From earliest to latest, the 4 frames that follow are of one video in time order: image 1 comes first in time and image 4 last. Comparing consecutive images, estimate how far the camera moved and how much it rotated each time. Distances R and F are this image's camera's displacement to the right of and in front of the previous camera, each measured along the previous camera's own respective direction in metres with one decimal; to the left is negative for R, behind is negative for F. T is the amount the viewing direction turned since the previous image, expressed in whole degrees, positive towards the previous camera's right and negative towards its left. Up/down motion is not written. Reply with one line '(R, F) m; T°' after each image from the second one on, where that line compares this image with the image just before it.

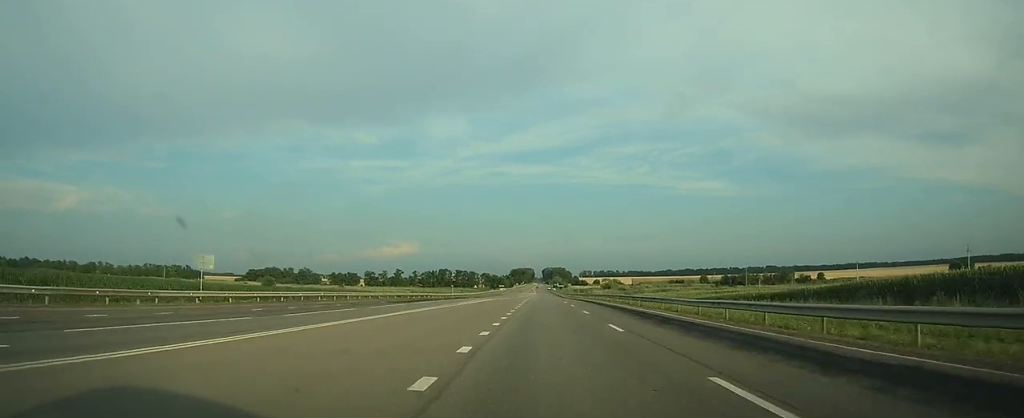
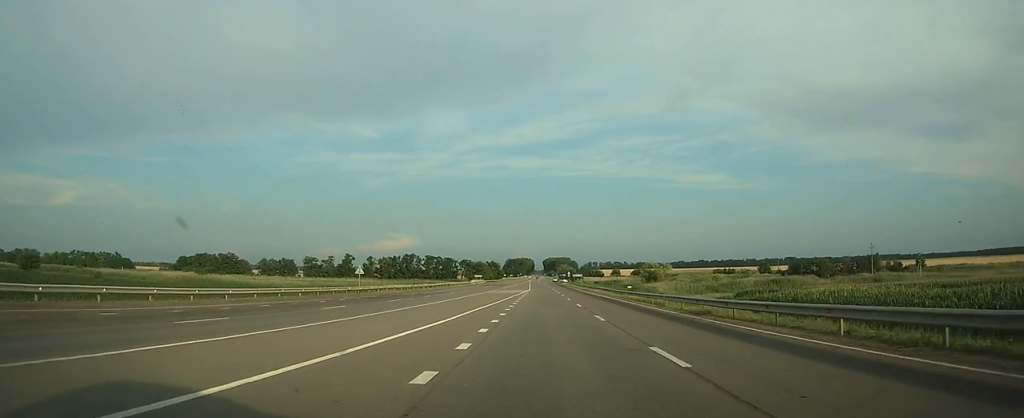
(-1.0, +129.1) m; -1°
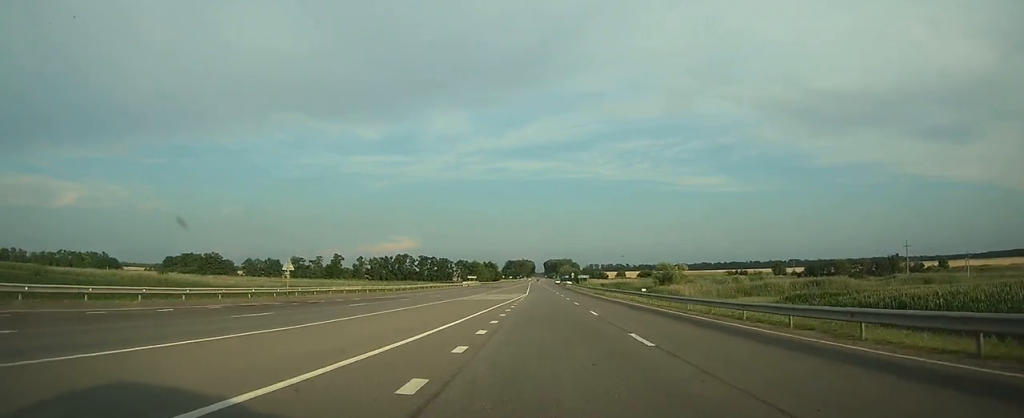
(0.0, +20.7) m; 0°
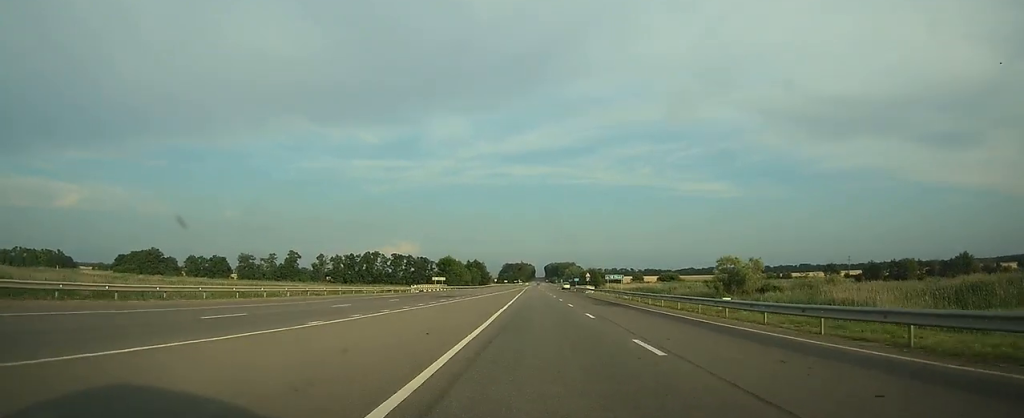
(0.0, +61.1) m; 0°
